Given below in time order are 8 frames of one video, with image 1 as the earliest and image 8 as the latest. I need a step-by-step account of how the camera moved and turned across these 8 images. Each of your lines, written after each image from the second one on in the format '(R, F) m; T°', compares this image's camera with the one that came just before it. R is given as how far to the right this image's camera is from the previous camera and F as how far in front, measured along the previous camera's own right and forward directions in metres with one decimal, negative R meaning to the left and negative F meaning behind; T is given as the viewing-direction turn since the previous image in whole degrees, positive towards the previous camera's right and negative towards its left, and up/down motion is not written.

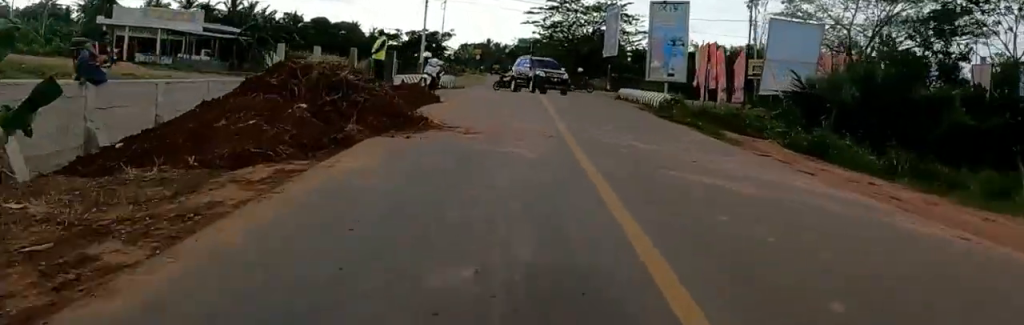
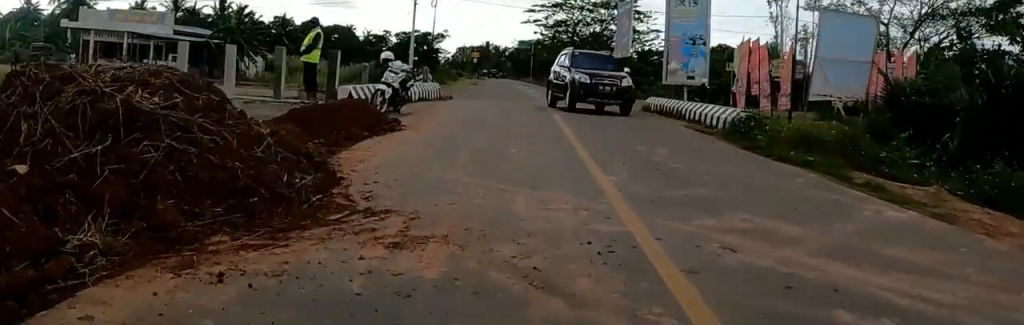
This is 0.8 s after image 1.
(+0.1, +5.9) m; -10°
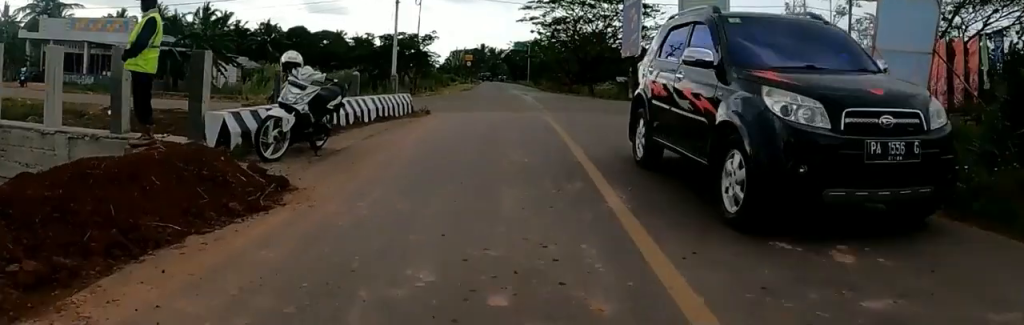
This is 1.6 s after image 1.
(-0.7, +4.8) m; -6°
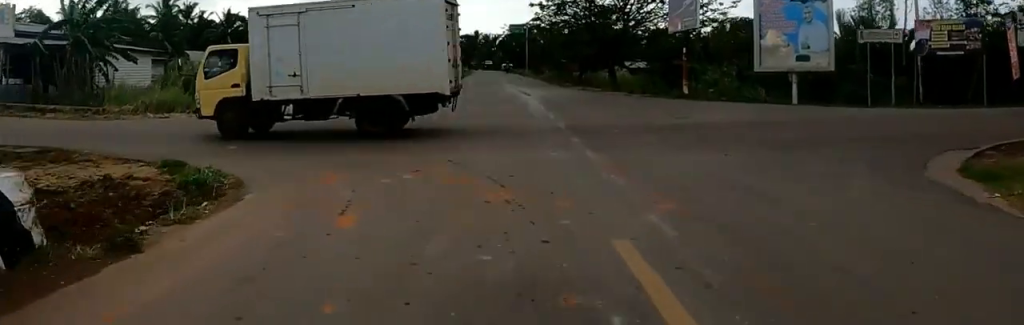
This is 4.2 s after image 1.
(+3.4, +12.4) m; +19°
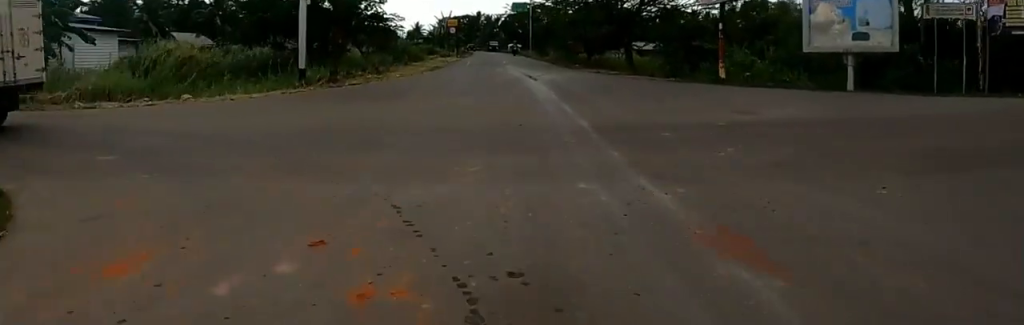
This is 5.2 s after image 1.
(-1.3, +4.0) m; -18°
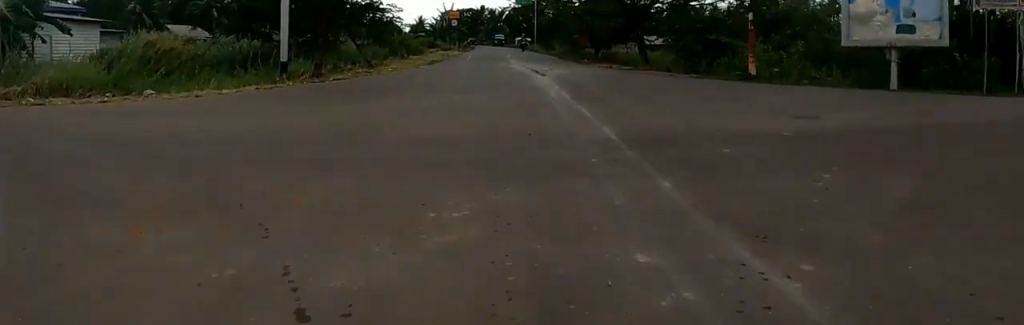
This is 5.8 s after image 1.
(0.0, +2.6) m; 0°
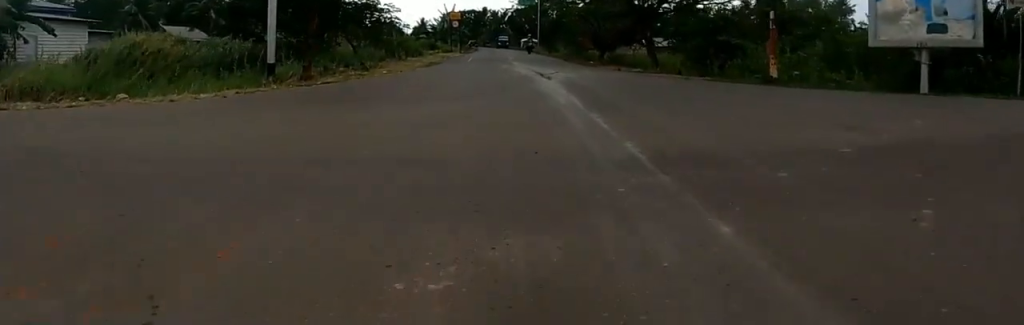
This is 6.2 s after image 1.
(0.0, +1.7) m; 0°
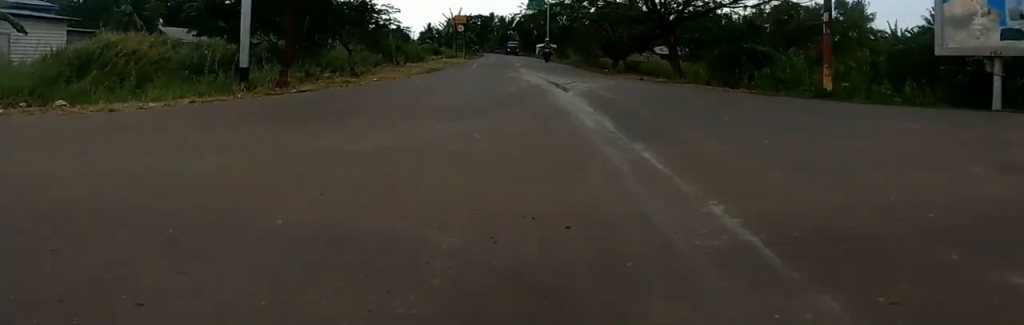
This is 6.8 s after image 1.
(0.0, +2.9) m; 0°
